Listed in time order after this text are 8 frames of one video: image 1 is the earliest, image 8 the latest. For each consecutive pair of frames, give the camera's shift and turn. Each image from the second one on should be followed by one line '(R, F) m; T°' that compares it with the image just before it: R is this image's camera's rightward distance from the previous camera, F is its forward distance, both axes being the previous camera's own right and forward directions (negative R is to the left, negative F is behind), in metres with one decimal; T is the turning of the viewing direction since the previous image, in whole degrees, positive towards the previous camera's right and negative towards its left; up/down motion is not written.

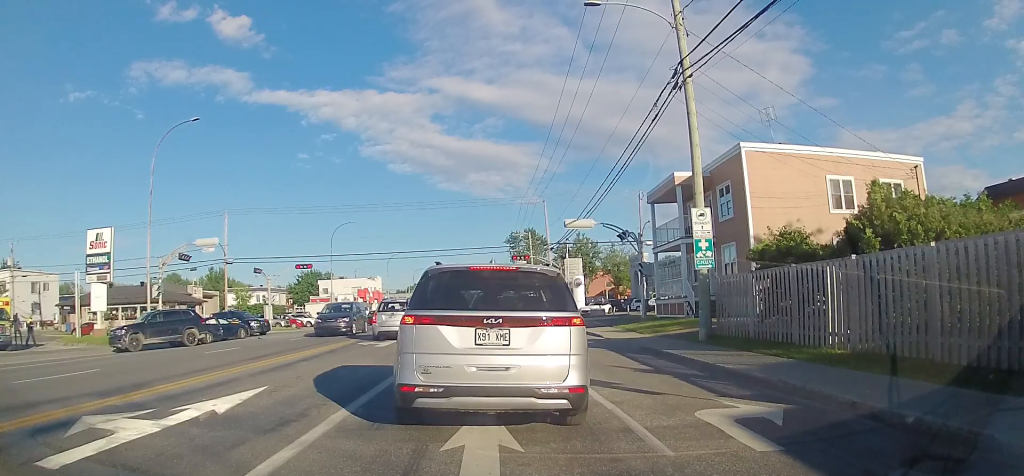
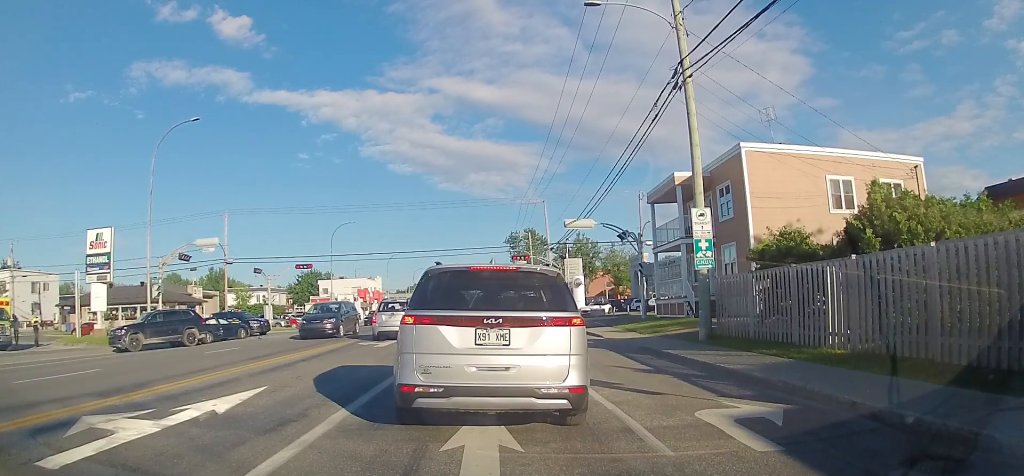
(0.0, 0.0) m; 0°
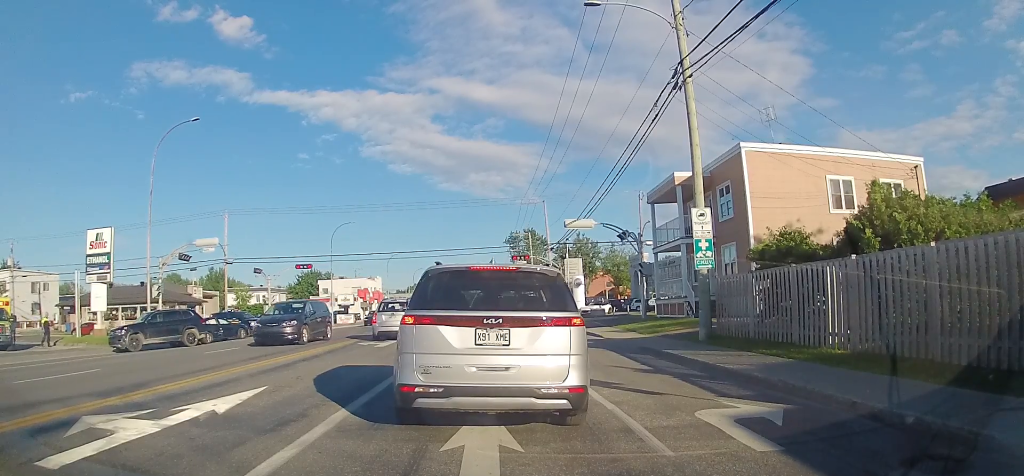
(0.0, 0.0) m; 0°
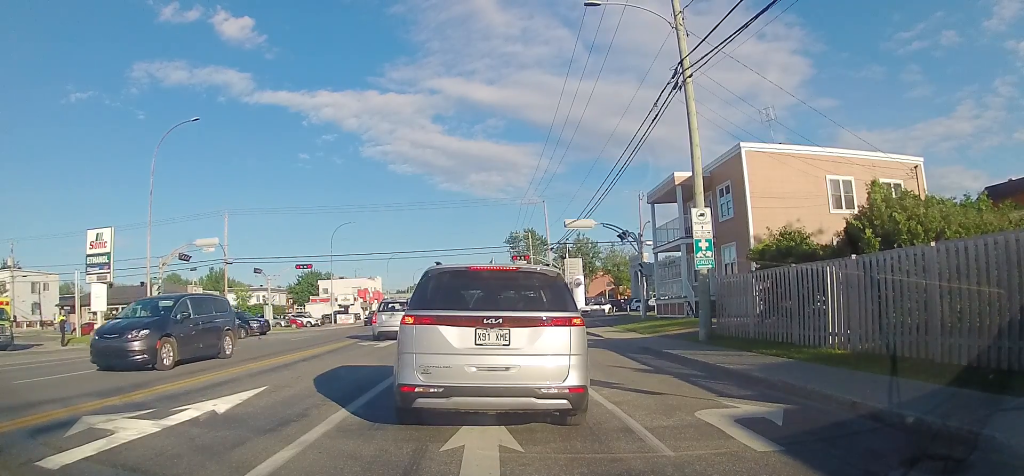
(0.0, 0.0) m; 0°
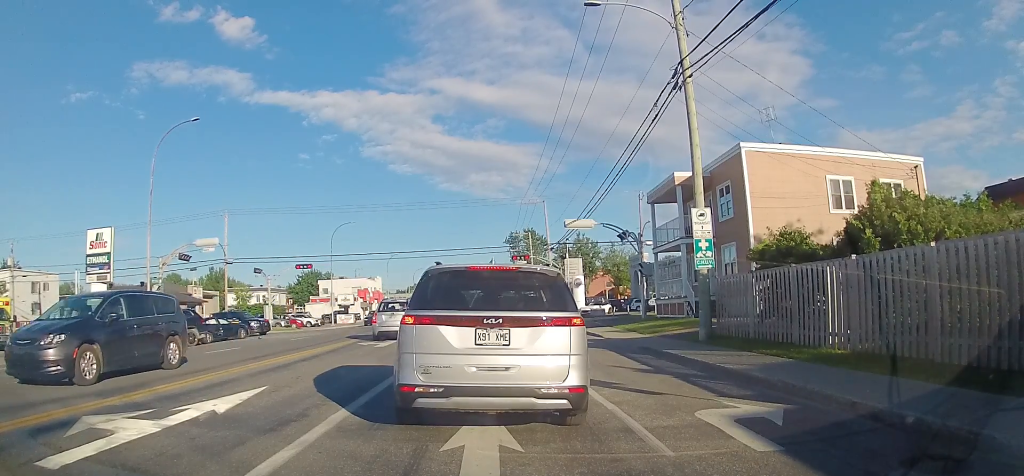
(0.0, 0.0) m; 0°
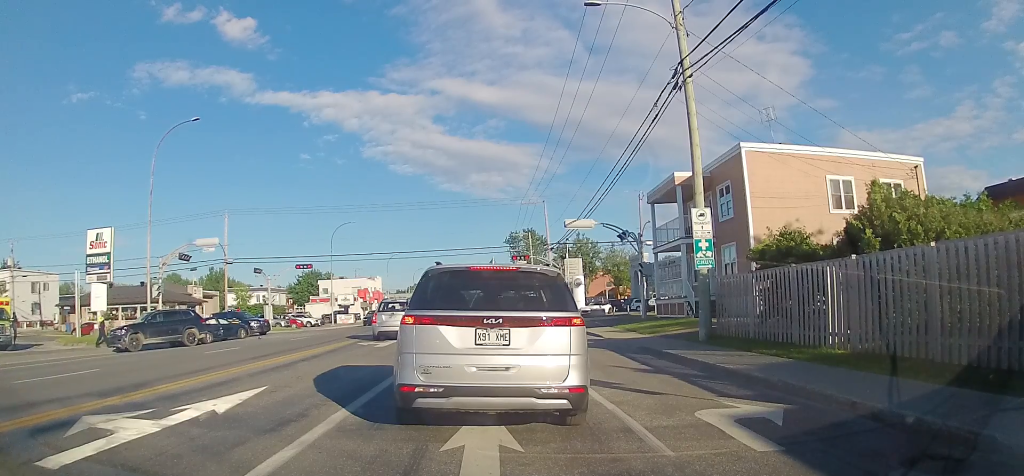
(0.0, 0.0) m; 0°
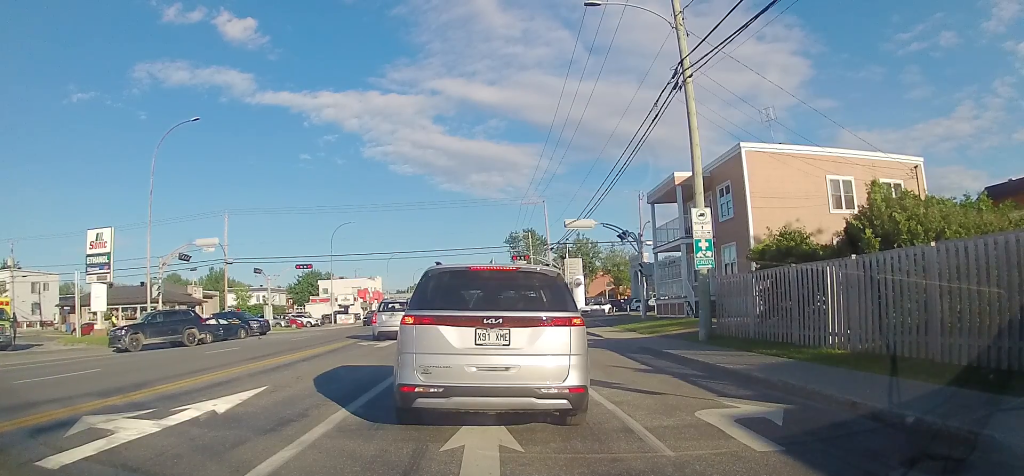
(0.0, 0.0) m; 0°
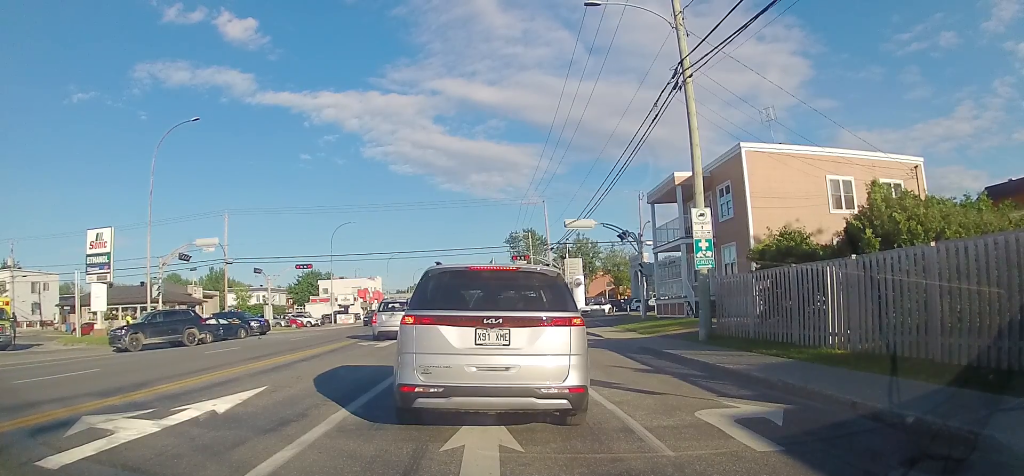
(0.0, 0.0) m; 0°
